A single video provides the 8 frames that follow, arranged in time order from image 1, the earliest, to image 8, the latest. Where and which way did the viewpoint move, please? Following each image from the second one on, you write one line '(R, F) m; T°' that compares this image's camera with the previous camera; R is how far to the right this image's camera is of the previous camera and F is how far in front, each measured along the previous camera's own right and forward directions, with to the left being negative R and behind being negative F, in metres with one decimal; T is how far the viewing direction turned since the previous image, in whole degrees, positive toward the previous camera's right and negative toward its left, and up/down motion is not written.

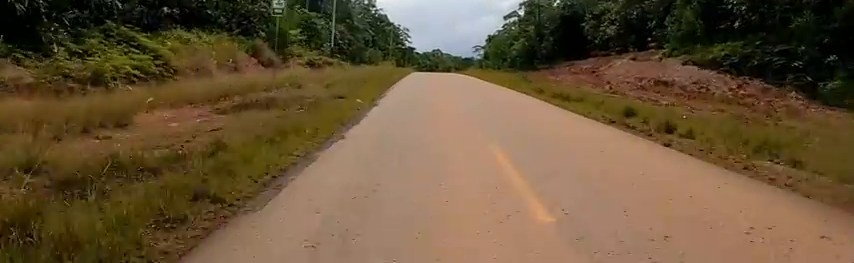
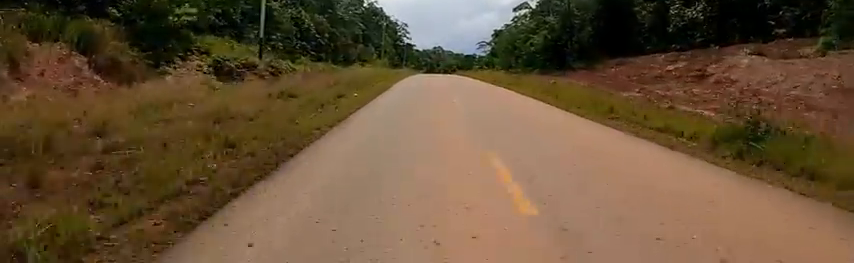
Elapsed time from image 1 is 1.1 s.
(-0.1, +16.8) m; -1°
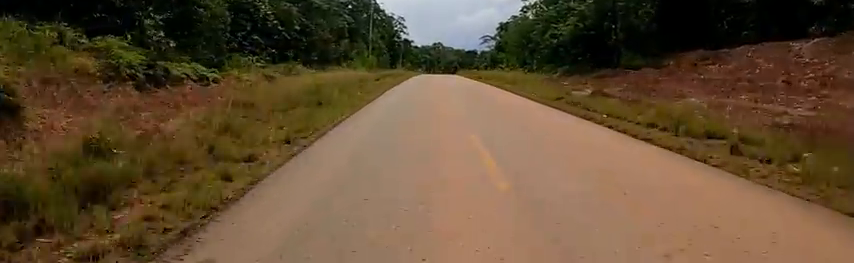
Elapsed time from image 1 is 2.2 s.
(0.0, +15.2) m; +1°
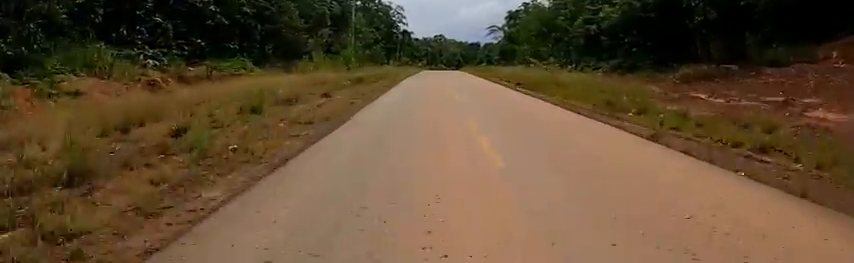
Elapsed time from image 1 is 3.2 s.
(+0.3, +15.3) m; 0°
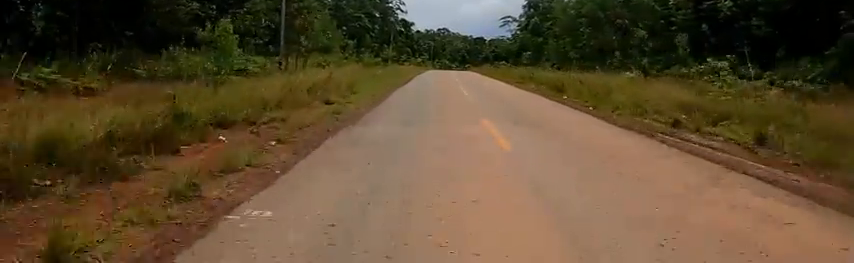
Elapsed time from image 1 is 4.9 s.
(0.0, +23.1) m; +3°
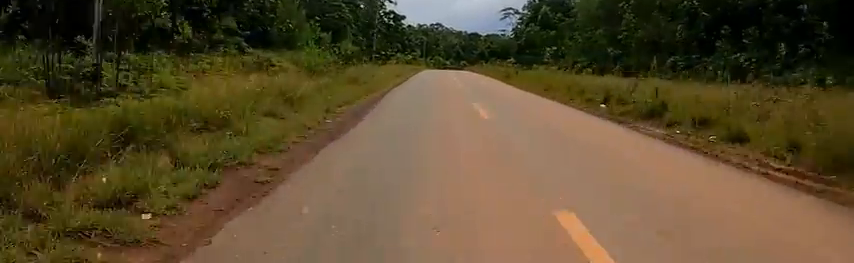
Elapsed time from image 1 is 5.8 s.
(+0.4, +13.0) m; +3°
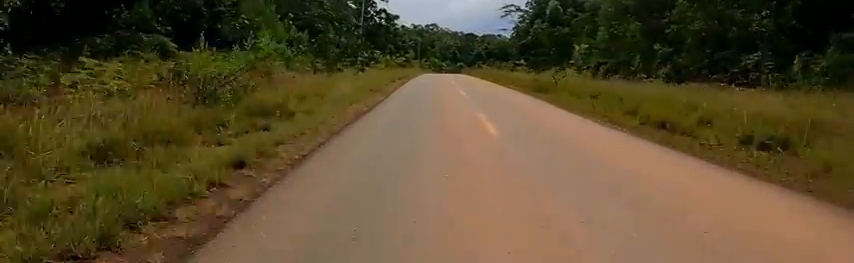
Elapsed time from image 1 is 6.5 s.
(+0.1, +9.7) m; 0°
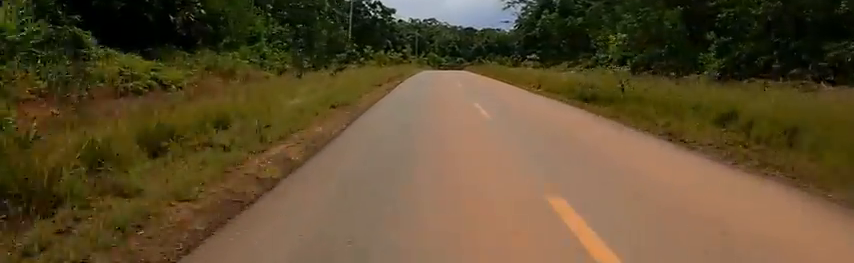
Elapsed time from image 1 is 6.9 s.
(+0.1, +5.9) m; -1°
